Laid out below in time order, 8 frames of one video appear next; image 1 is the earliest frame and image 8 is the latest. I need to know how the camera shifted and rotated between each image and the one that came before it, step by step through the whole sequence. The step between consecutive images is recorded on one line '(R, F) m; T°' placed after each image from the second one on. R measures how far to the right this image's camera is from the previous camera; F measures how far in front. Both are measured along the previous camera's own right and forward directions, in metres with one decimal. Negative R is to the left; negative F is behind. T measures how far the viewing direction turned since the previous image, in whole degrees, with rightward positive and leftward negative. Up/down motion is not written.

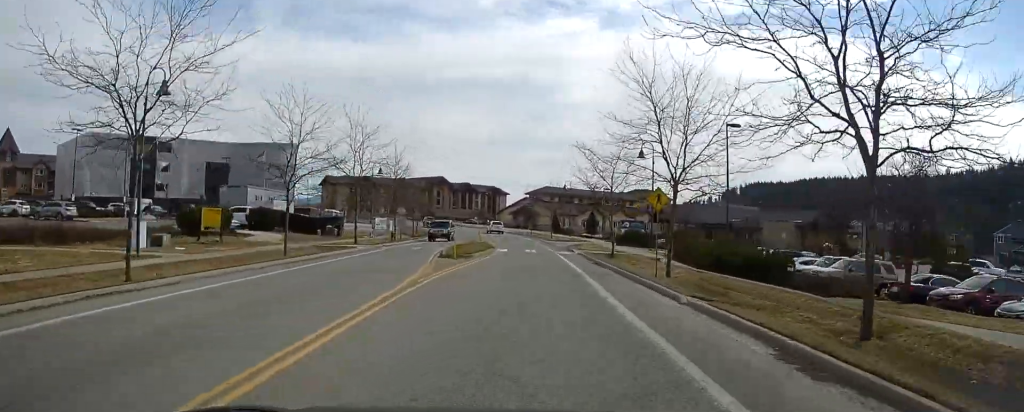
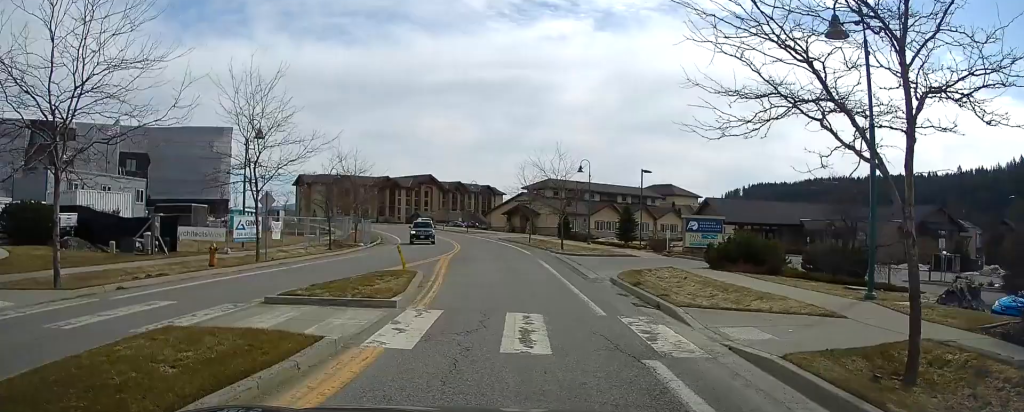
(-0.1, +32.0) m; -1°
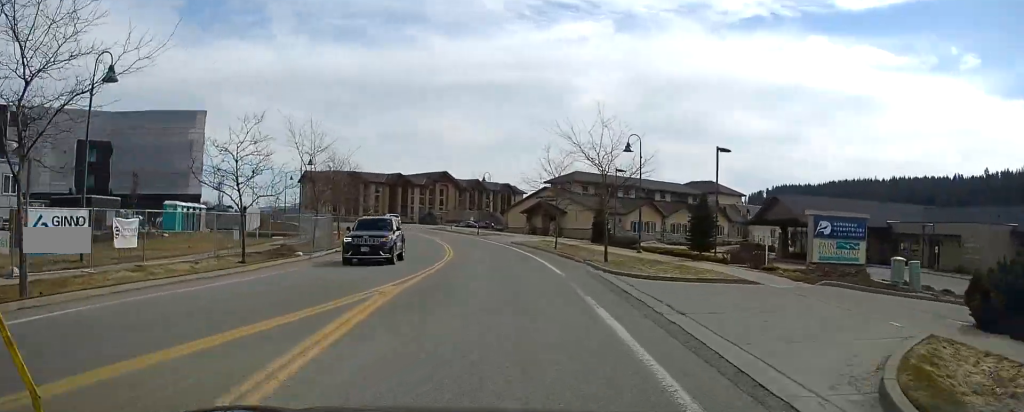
(-0.2, +17.7) m; -1°
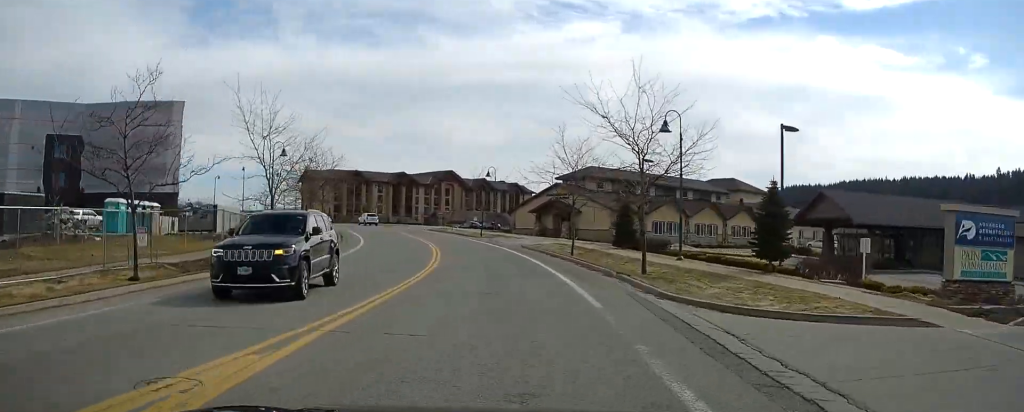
(0.0, +9.5) m; -1°
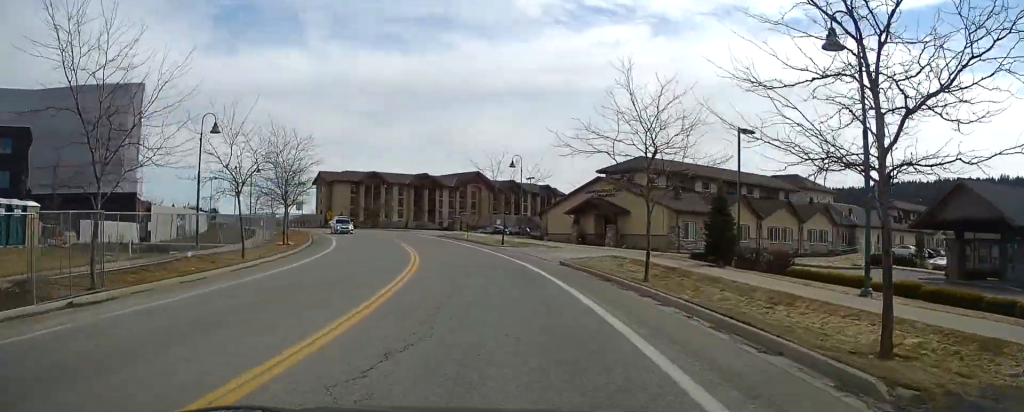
(-0.2, +15.5) m; -3°
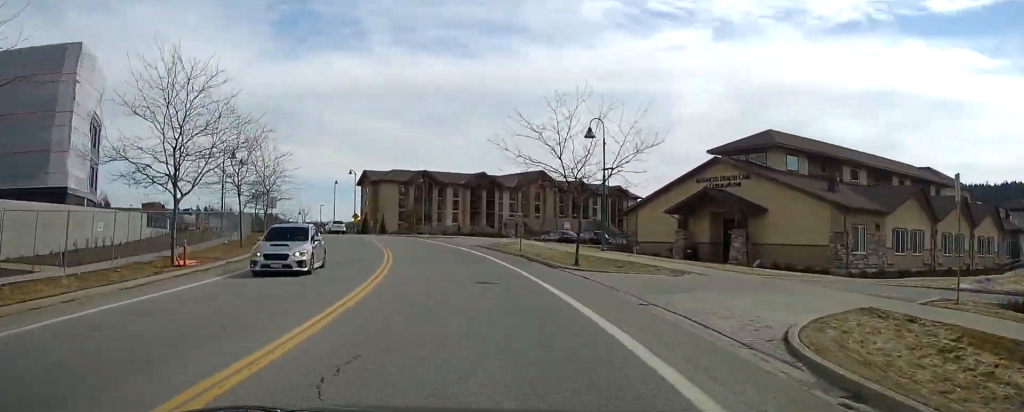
(-0.8, +20.0) m; -6°
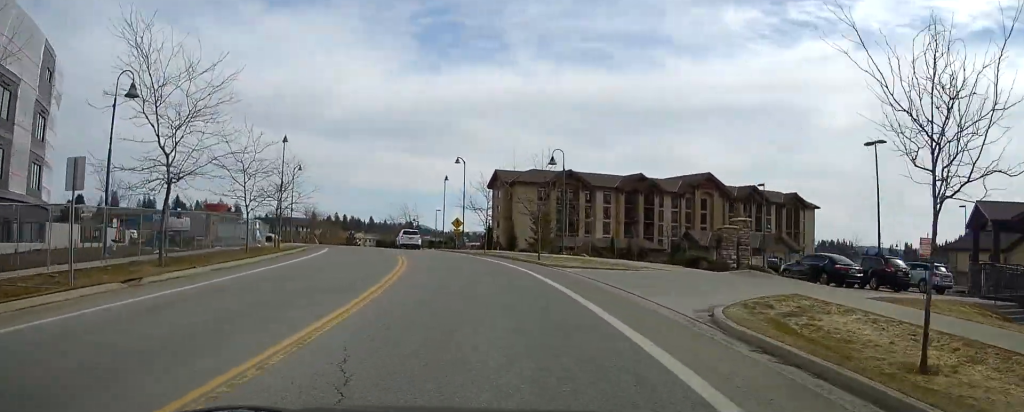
(-2.6, +28.3) m; -10°
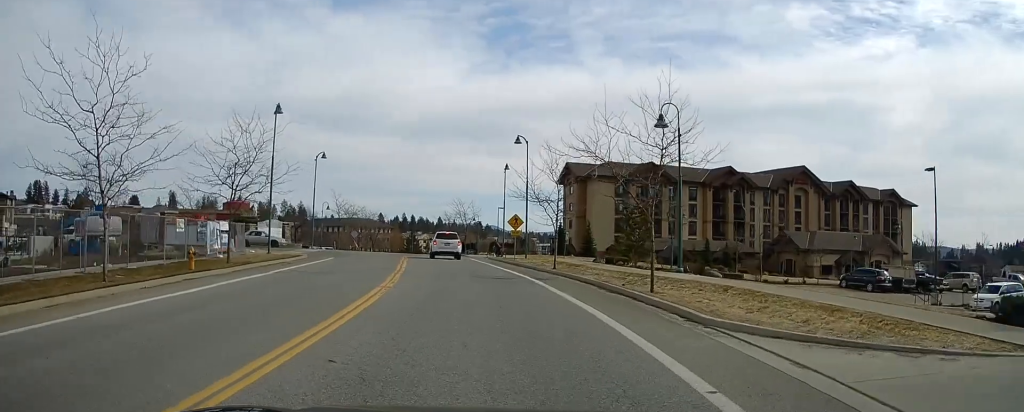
(-0.6, +15.5) m; -6°
